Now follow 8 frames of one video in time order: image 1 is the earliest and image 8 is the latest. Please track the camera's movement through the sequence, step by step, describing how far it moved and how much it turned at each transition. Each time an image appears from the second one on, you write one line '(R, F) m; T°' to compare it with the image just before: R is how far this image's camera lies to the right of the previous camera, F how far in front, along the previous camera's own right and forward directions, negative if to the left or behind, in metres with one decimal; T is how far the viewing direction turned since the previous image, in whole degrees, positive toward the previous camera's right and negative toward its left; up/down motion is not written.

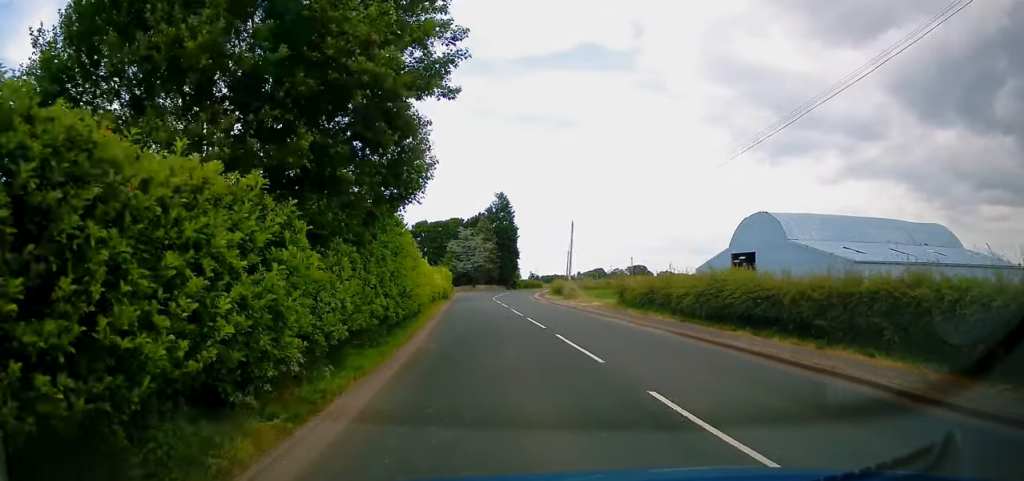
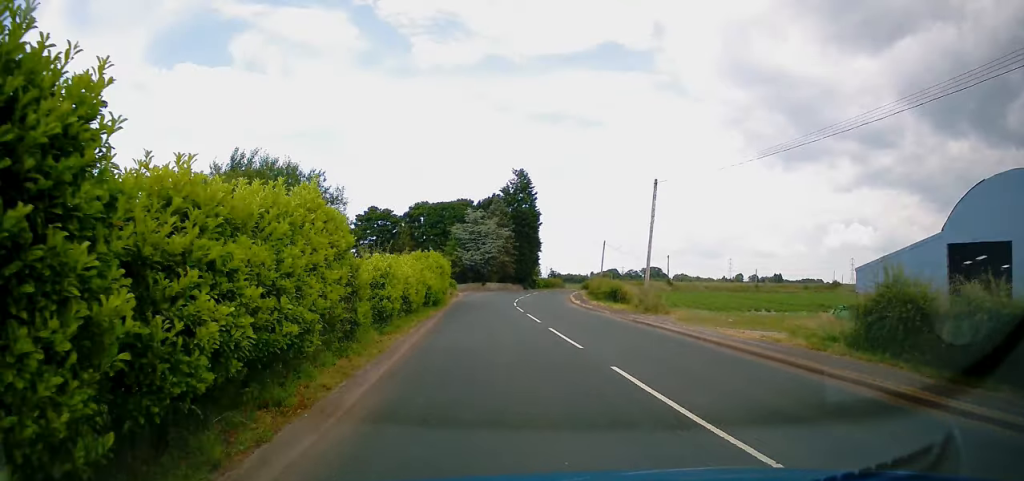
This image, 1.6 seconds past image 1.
(-0.6, +23.6) m; -2°
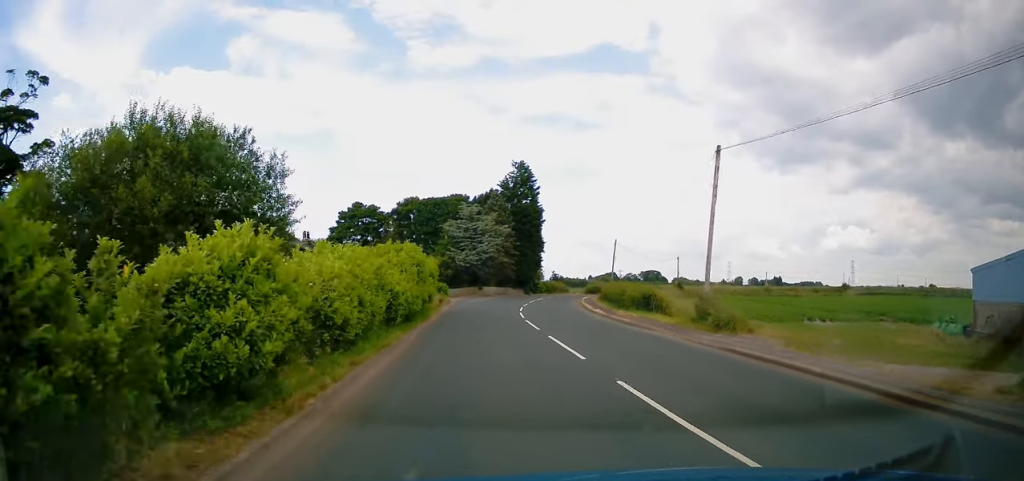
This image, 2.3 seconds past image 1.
(0.0, +9.7) m; 0°
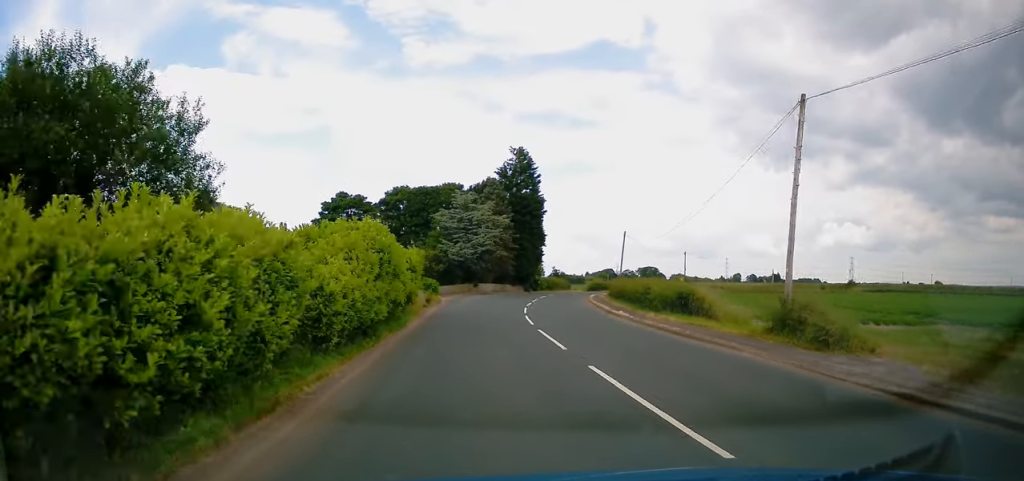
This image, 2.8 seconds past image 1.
(+0.1, +7.1) m; +1°
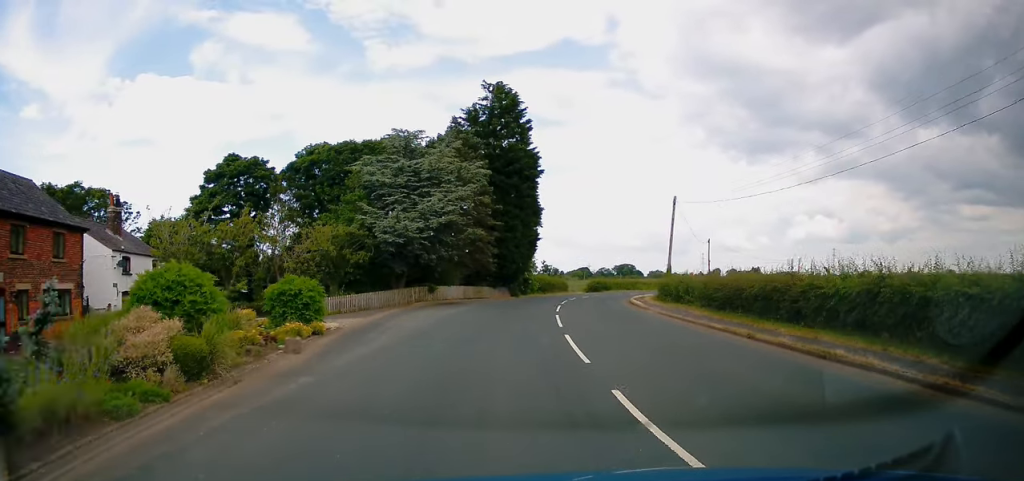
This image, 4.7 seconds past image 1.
(+0.6, +28.0) m; +3°
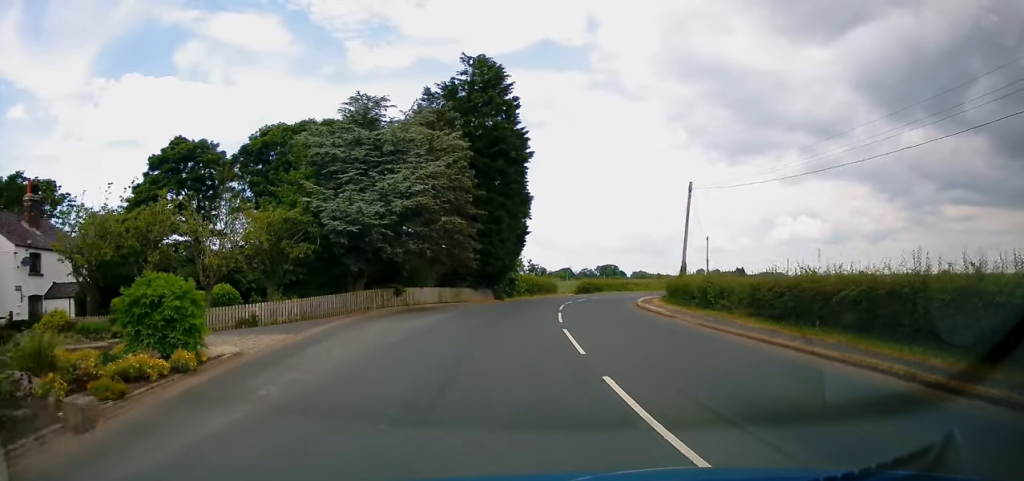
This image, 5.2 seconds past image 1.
(-0.1, +7.3) m; +2°
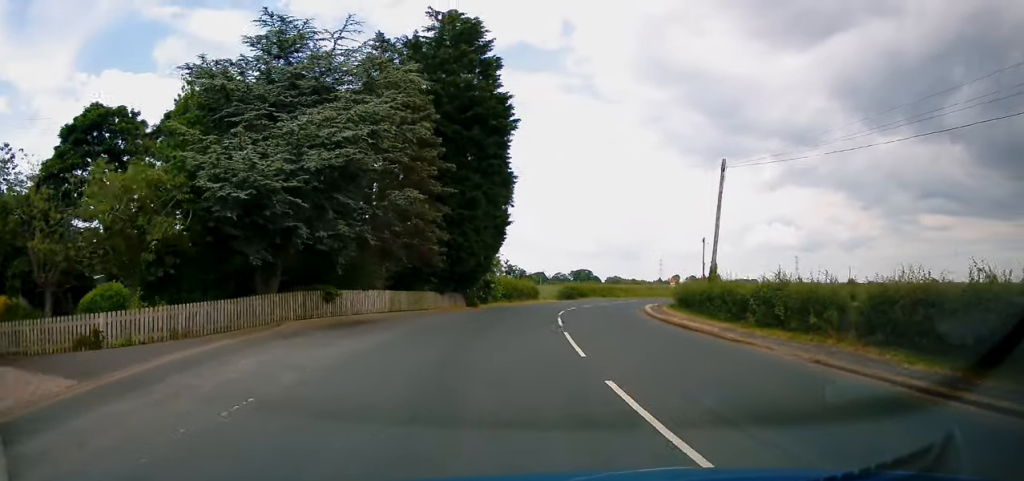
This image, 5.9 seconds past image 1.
(+0.4, +9.4) m; +3°
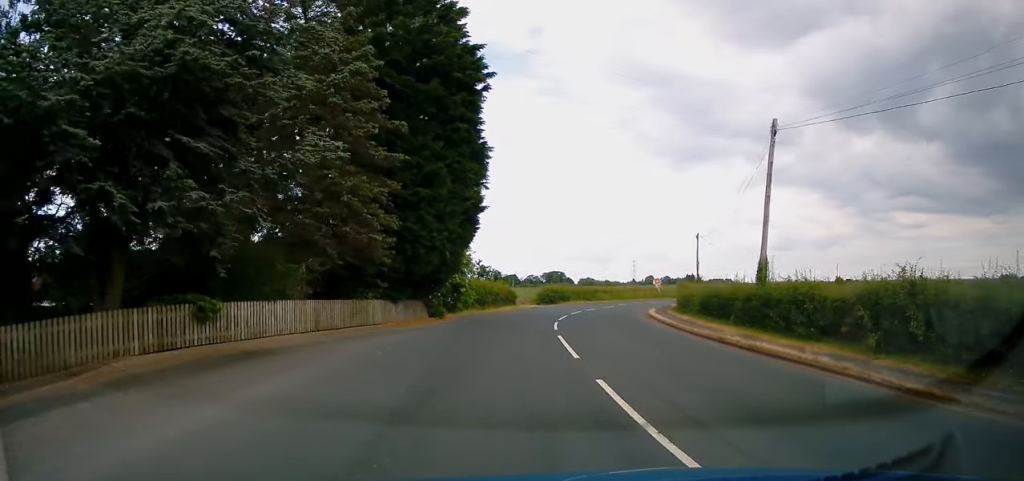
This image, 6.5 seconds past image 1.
(+0.1, +8.2) m; +3°
